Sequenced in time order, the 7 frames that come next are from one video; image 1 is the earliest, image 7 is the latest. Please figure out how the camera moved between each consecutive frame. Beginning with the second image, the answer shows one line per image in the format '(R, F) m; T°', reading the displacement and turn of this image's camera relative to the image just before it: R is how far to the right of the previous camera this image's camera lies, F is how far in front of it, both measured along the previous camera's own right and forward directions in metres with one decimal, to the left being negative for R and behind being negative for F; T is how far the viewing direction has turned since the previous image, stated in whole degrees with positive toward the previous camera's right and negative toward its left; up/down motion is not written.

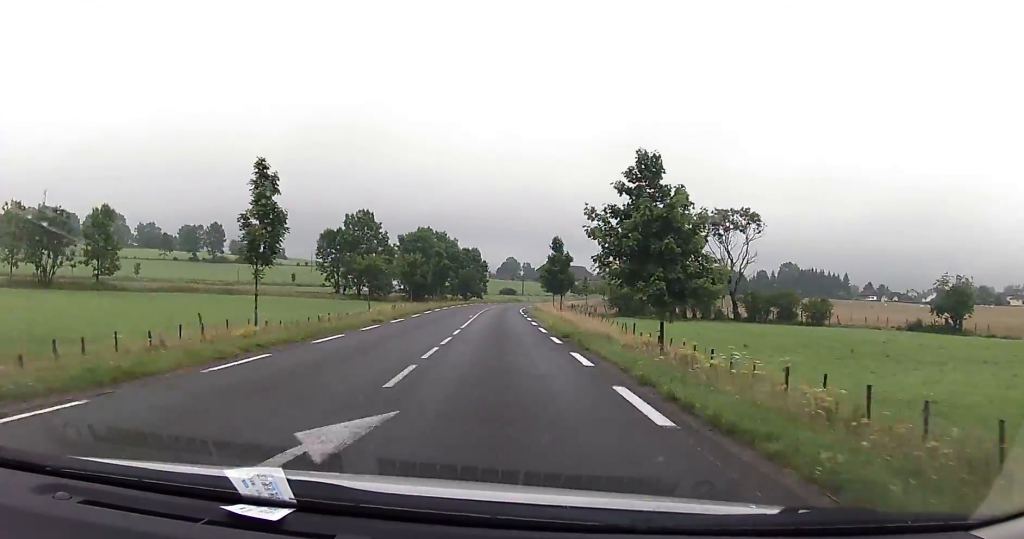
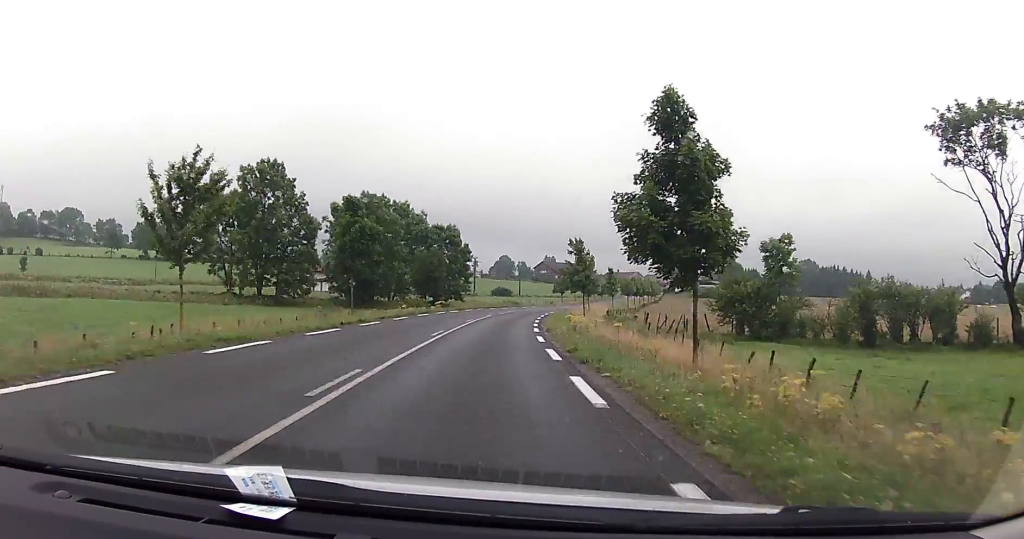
(+0.1, +44.3) m; +1°
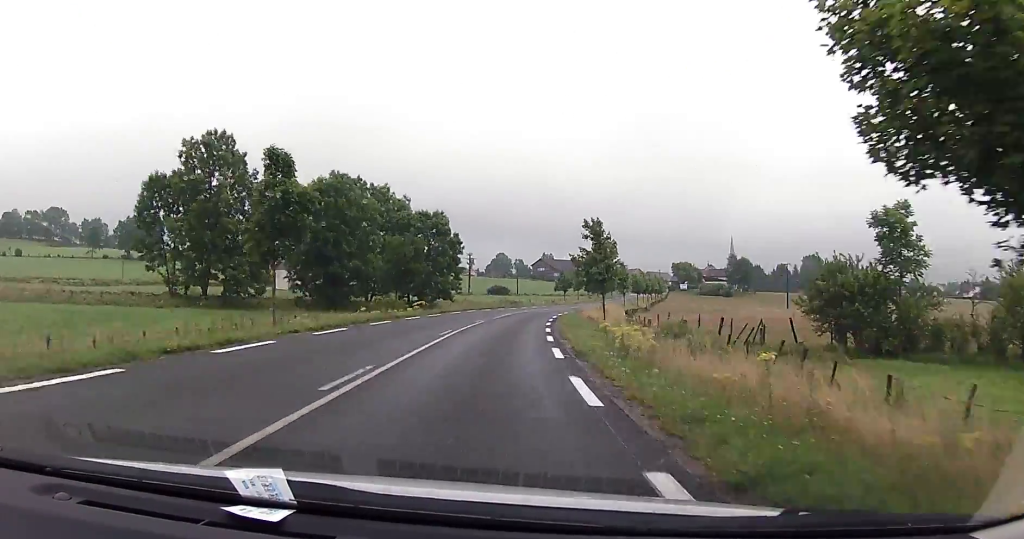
(+0.1, +12.7) m; 0°
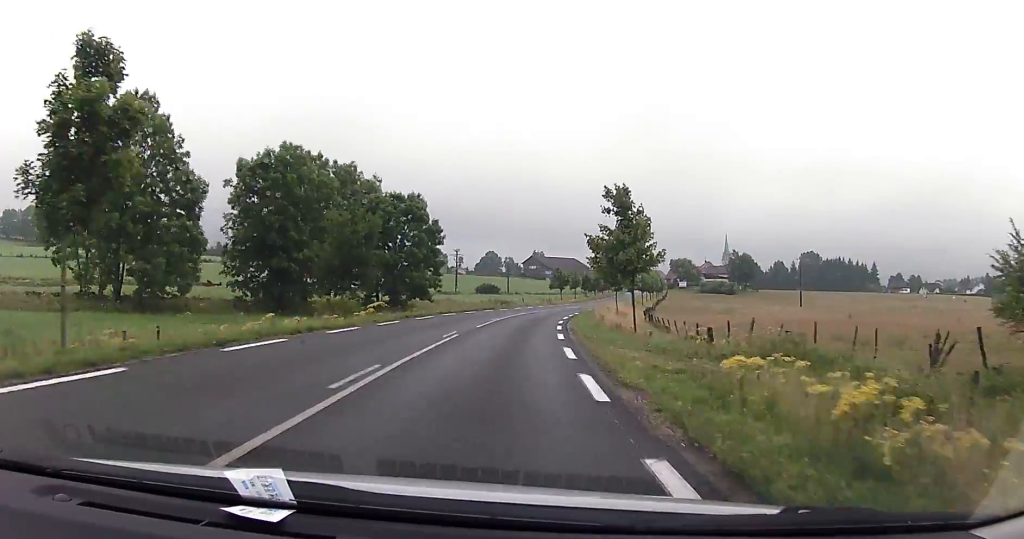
(0.0, +12.7) m; +1°
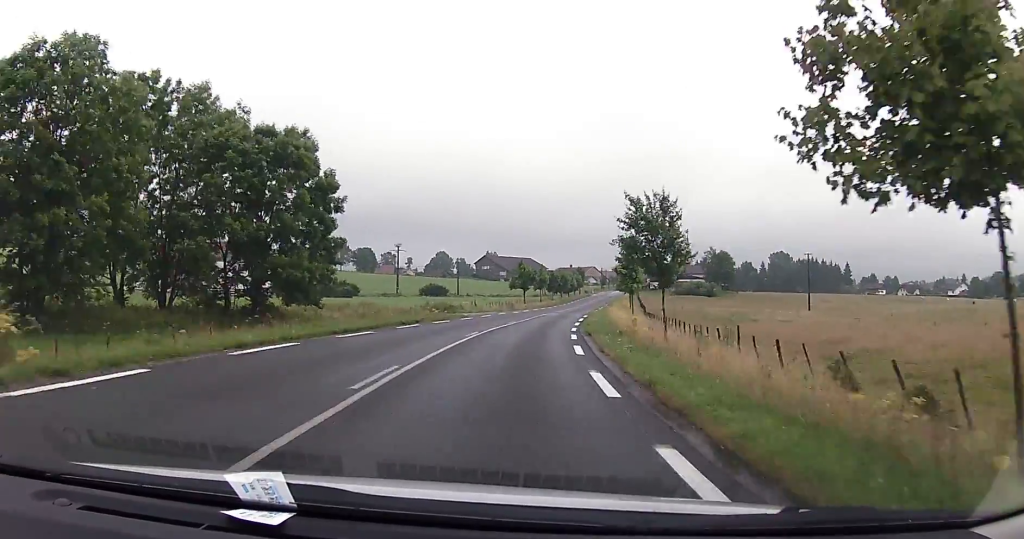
(+0.3, +25.5) m; +3°
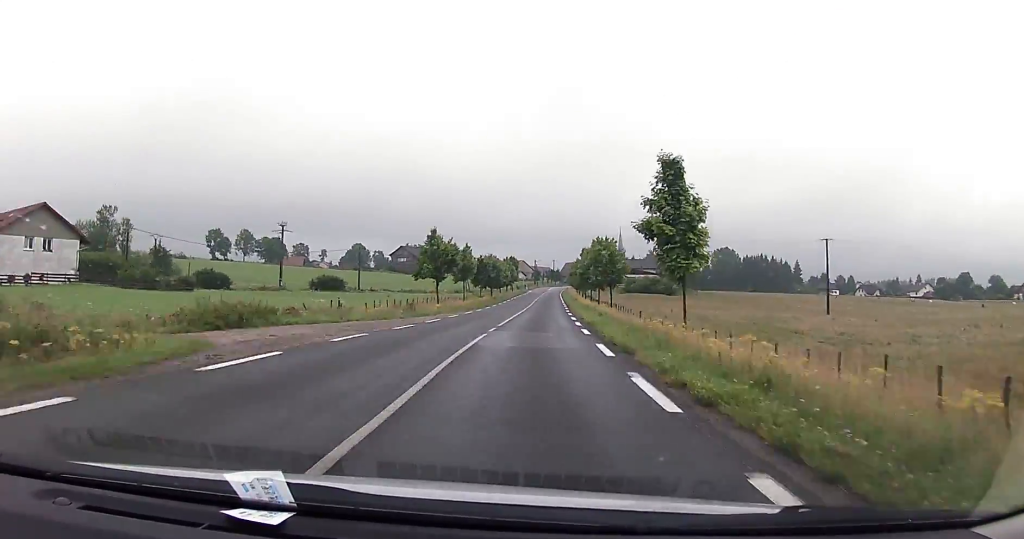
(+1.7, +33.9) m; +6°
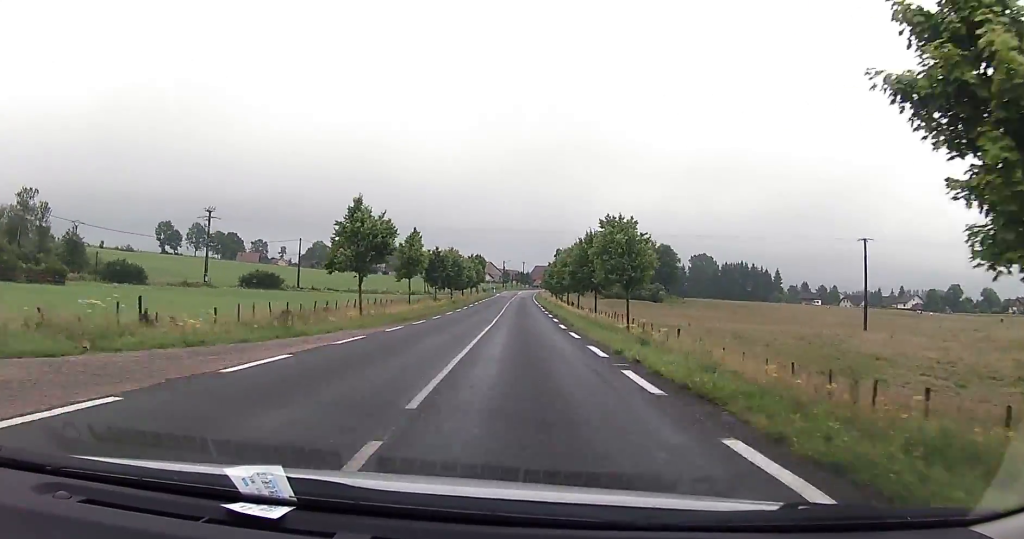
(+0.5, +18.6) m; +3°
